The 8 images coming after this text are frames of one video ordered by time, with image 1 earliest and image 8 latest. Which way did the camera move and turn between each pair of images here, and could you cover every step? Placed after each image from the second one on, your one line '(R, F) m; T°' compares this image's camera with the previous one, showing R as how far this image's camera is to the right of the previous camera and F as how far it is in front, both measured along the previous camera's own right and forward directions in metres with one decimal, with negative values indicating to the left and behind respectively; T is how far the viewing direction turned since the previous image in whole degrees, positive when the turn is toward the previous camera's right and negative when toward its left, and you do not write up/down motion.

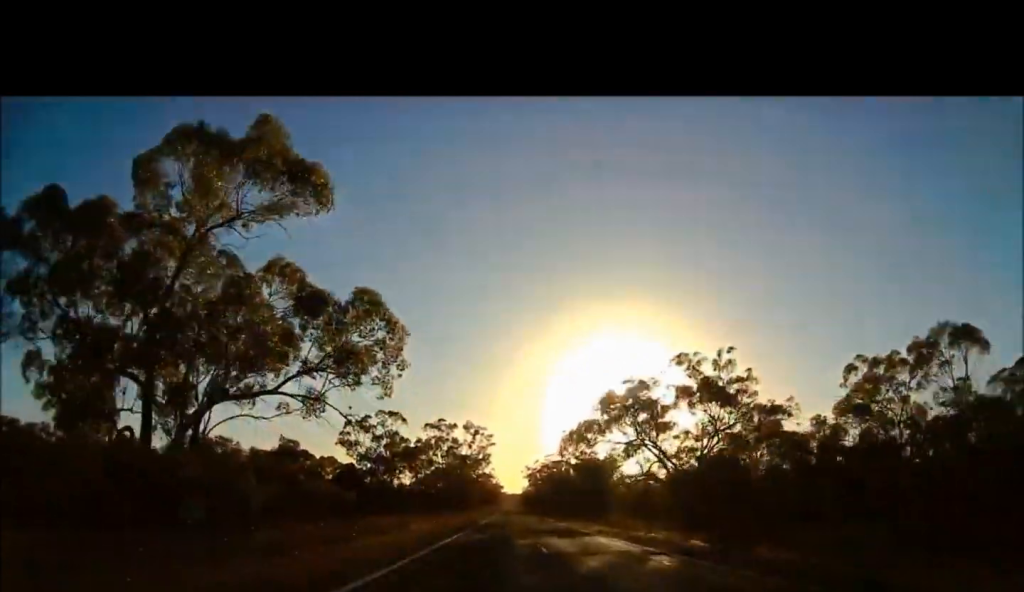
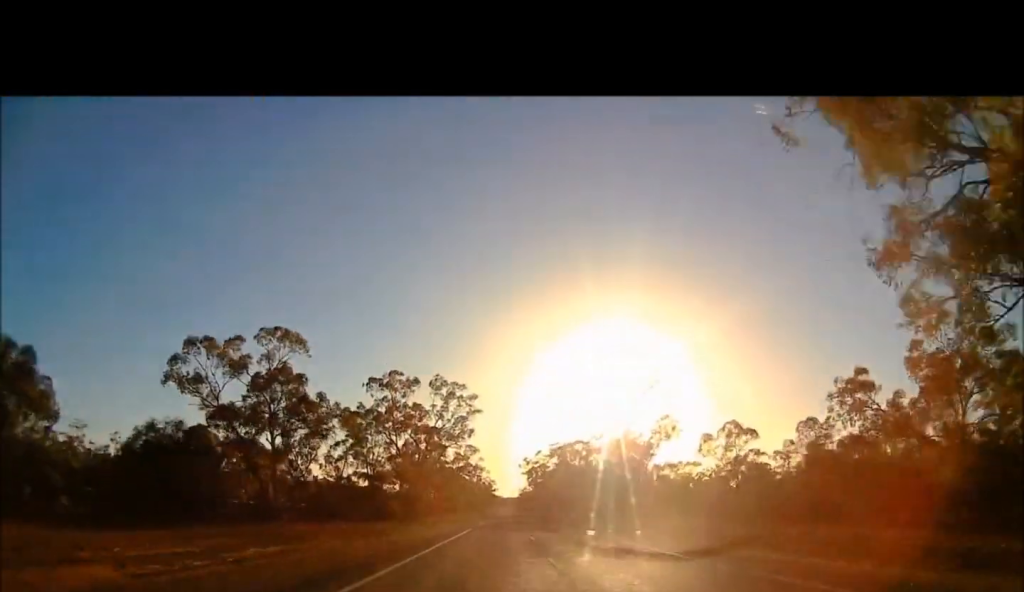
(-0.2, +54.9) m; 0°
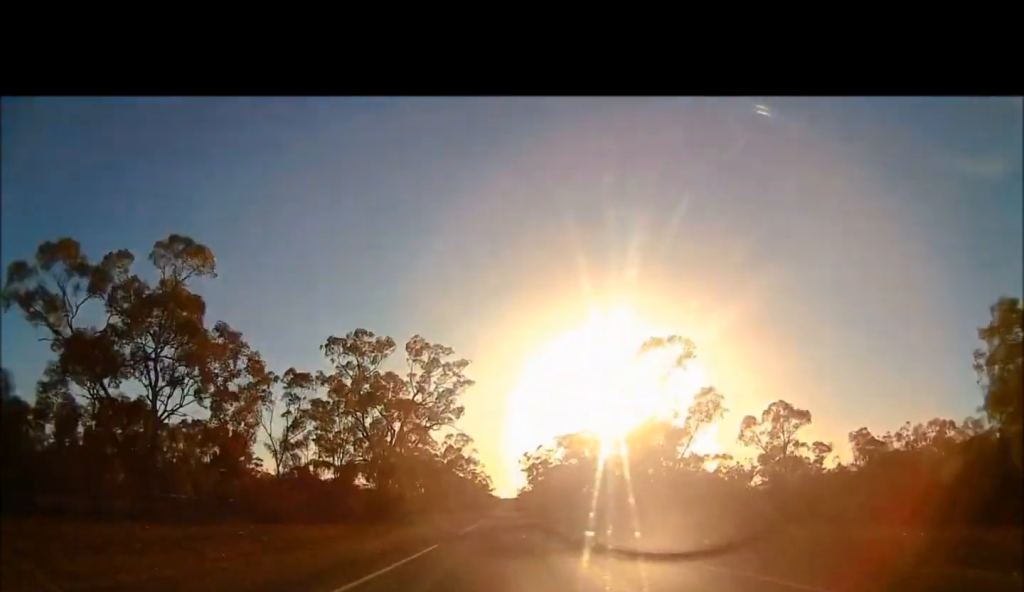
(0.0, +20.7) m; 0°
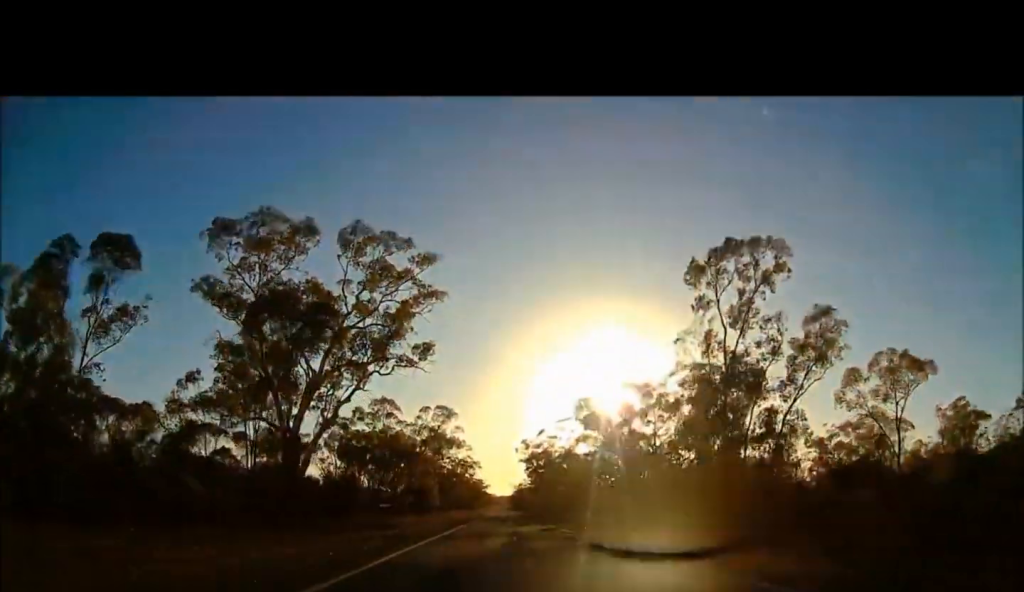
(0.0, +29.2) m; 0°
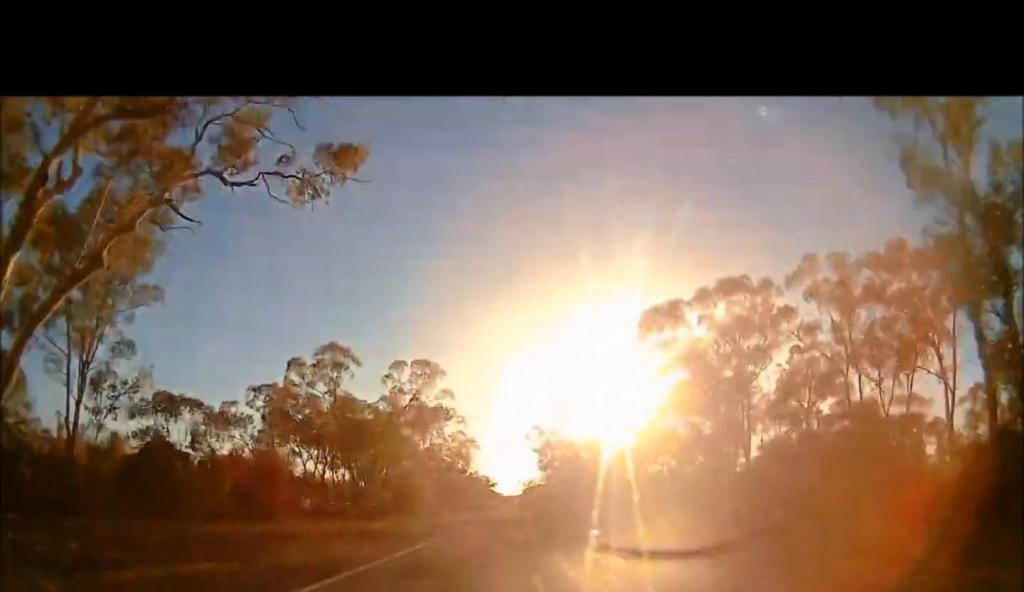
(-0.2, +27.3) m; +2°
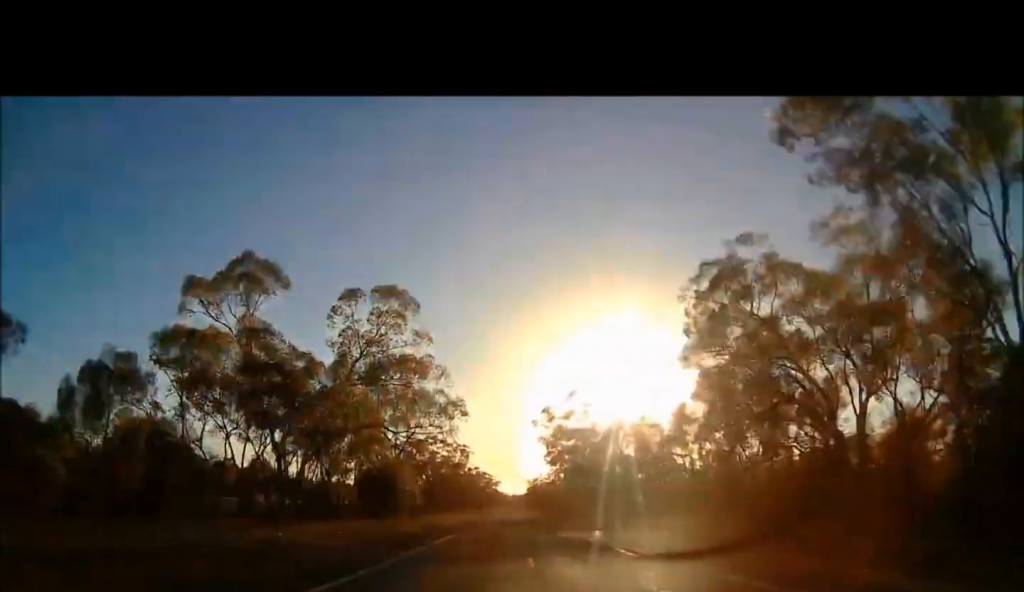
(+0.8, +19.0) m; 0°
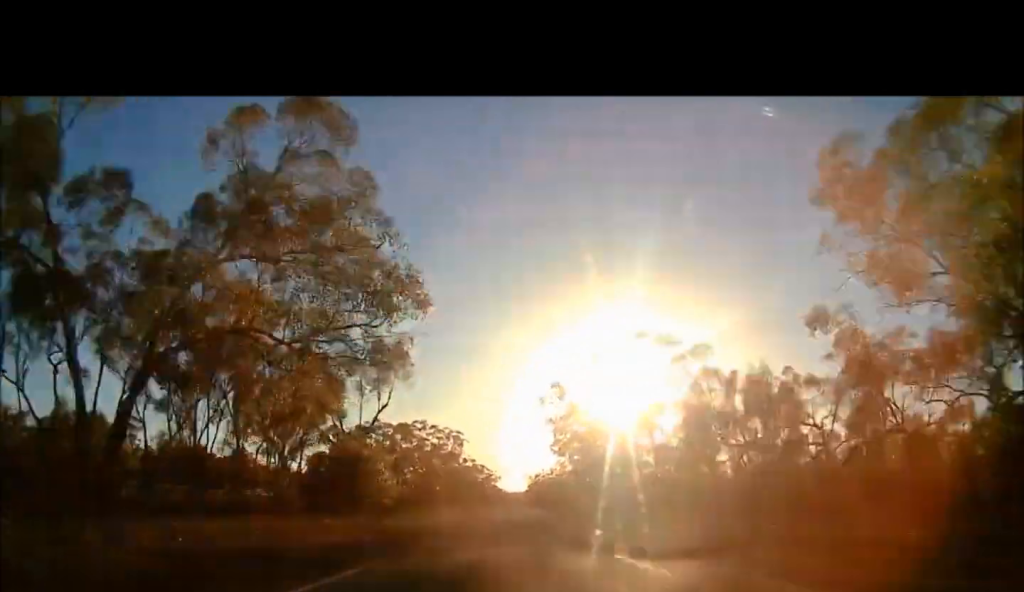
(+0.3, +18.8) m; 0°
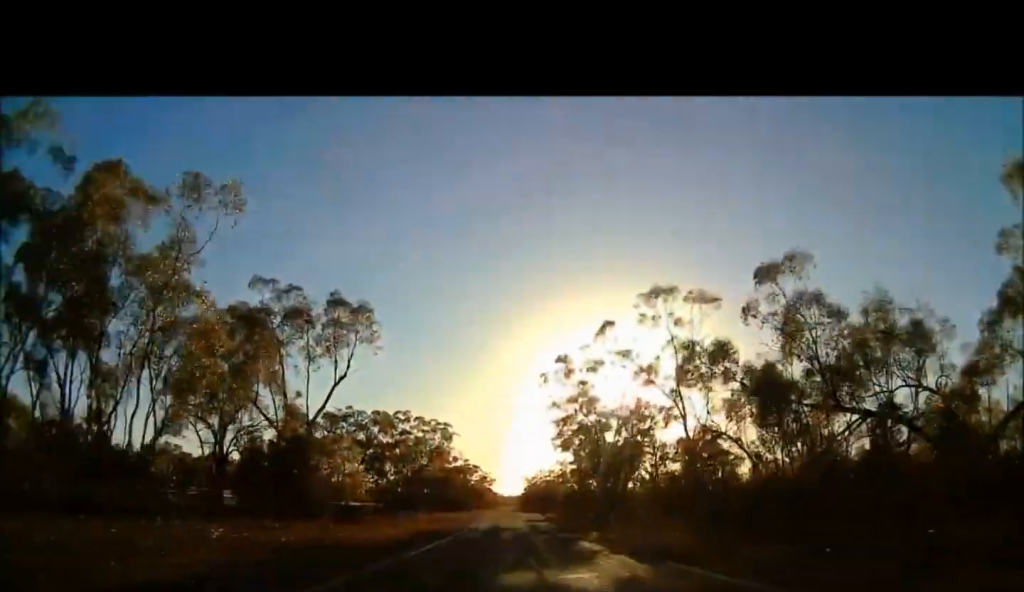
(-0.5, +14.2) m; -1°
